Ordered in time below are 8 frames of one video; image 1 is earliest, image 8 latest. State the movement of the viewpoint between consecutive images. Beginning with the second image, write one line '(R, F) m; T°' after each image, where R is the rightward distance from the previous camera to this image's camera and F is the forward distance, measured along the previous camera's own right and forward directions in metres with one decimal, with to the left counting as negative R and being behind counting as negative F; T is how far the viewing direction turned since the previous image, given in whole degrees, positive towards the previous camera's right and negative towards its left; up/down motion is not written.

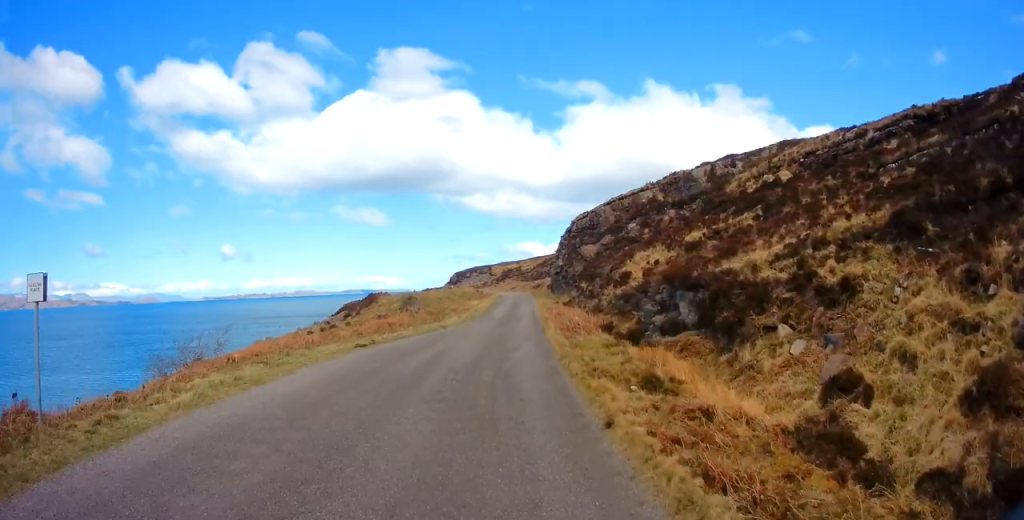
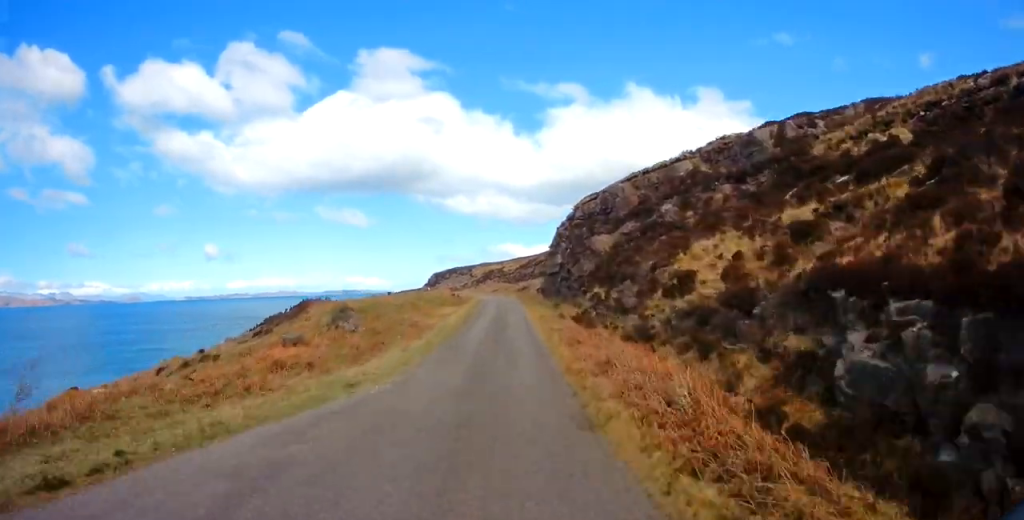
(+0.1, +14.0) m; +1°
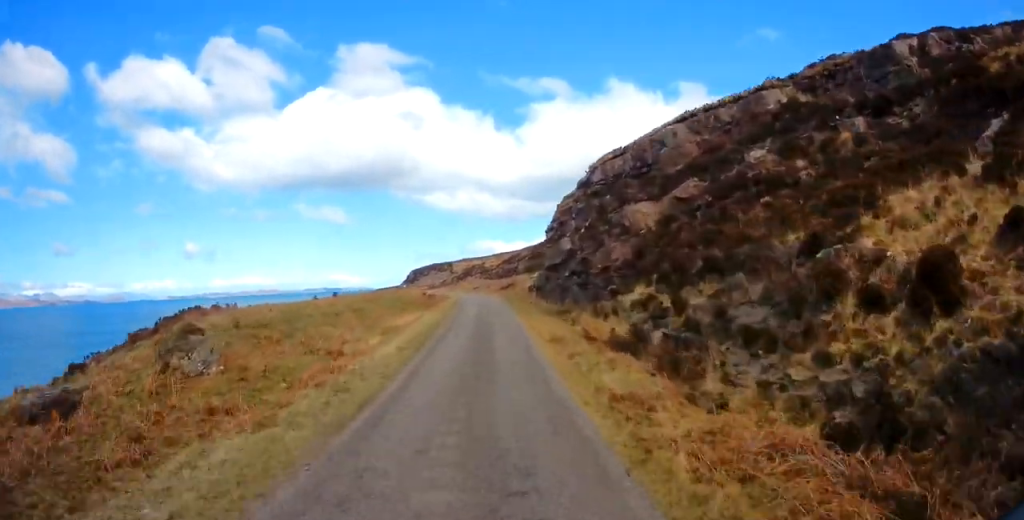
(+0.1, +14.2) m; +1°
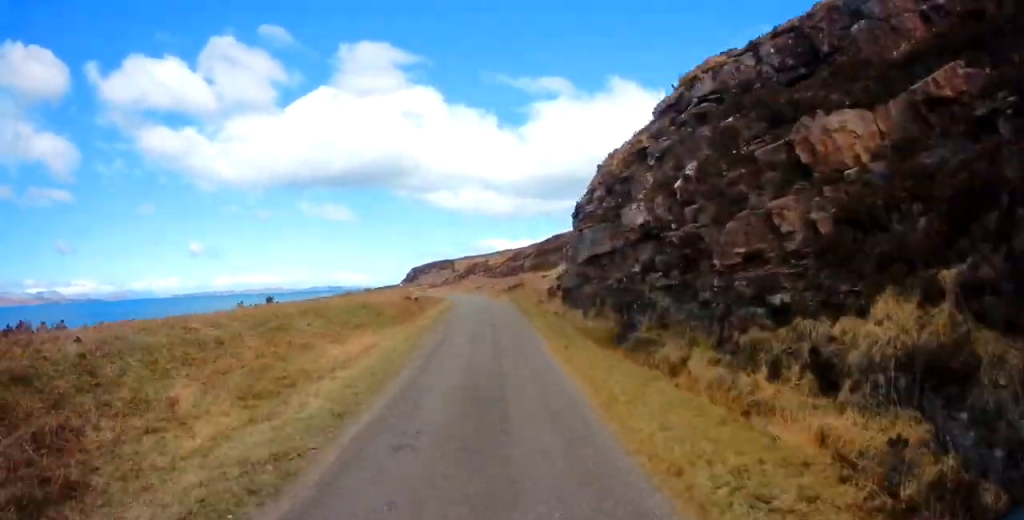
(+0.3, +13.7) m; 0°
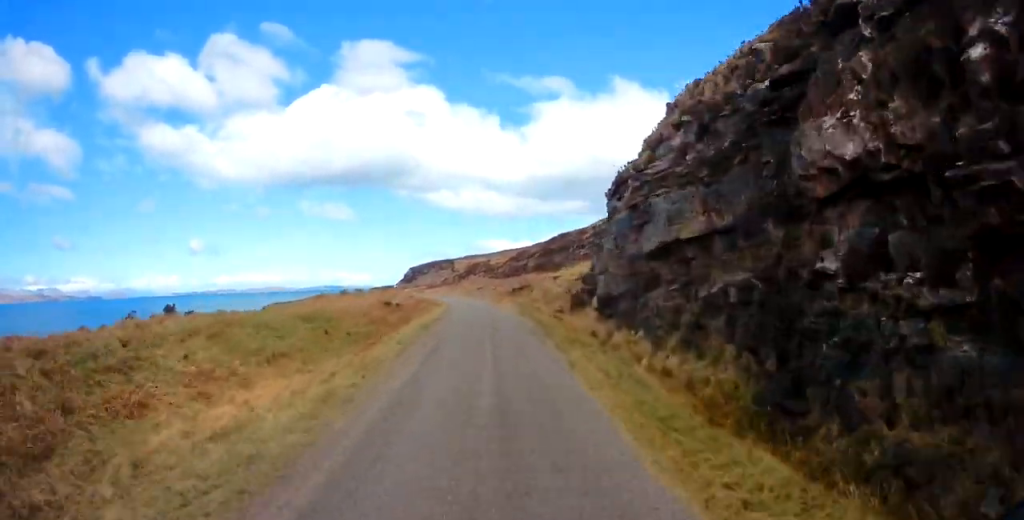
(0.0, +10.5) m; 0°
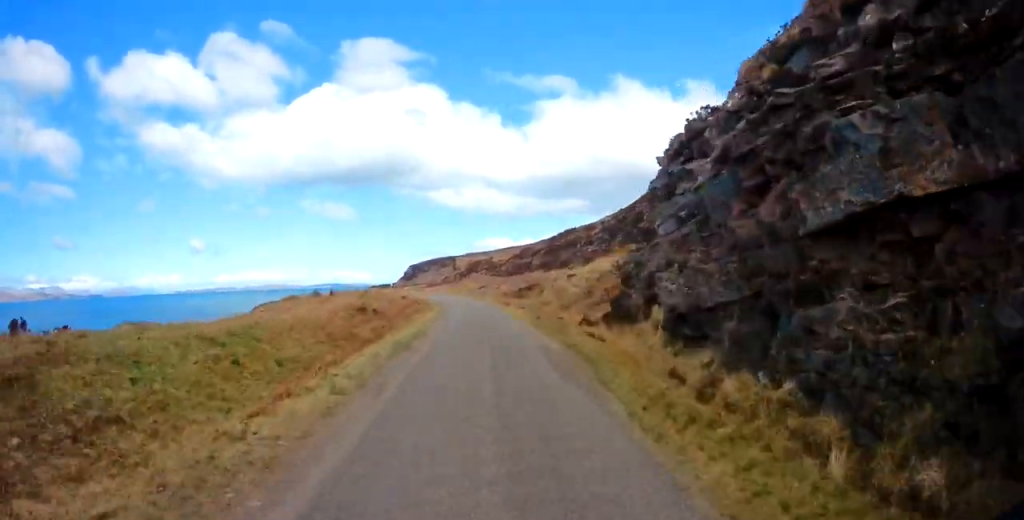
(-0.1, +8.2) m; 0°
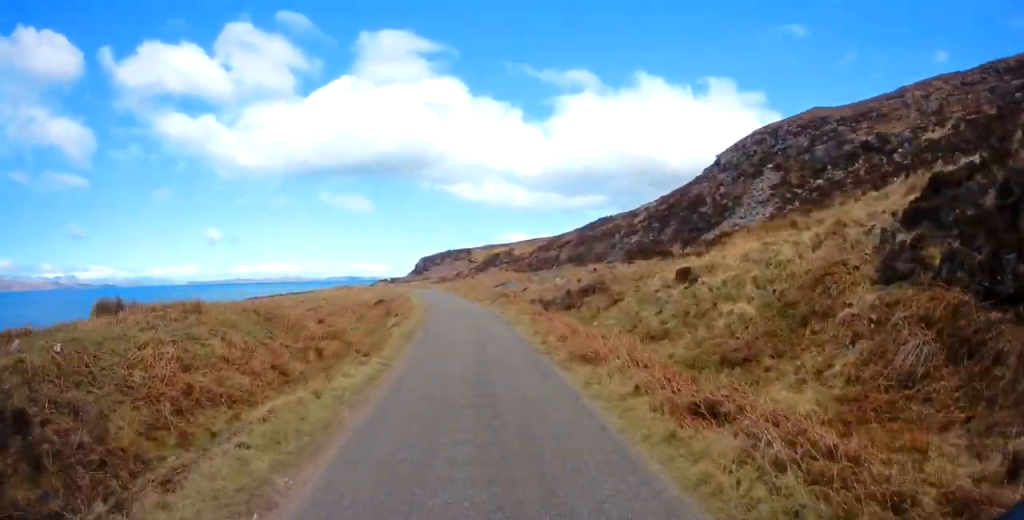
(-0.1, +24.5) m; -1°
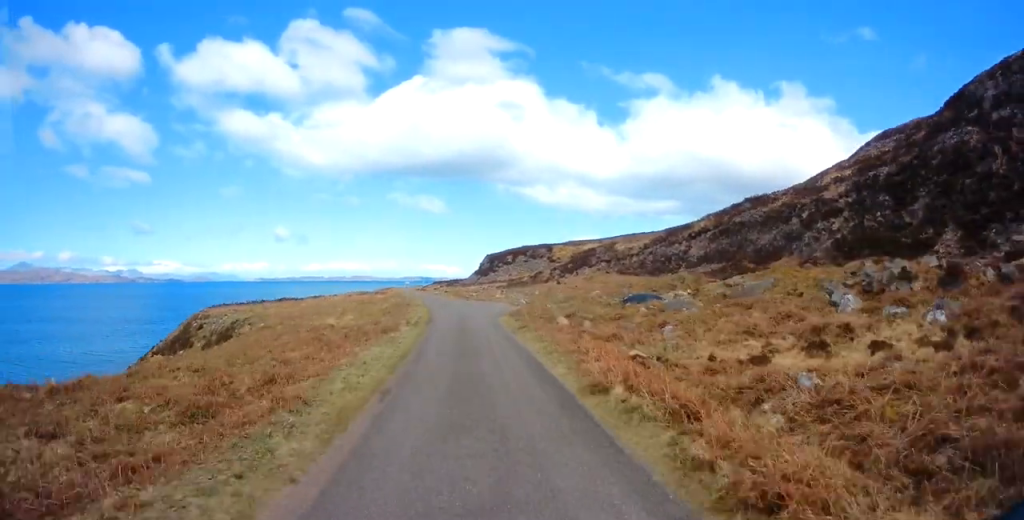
(-3.0, +49.0) m; -7°
